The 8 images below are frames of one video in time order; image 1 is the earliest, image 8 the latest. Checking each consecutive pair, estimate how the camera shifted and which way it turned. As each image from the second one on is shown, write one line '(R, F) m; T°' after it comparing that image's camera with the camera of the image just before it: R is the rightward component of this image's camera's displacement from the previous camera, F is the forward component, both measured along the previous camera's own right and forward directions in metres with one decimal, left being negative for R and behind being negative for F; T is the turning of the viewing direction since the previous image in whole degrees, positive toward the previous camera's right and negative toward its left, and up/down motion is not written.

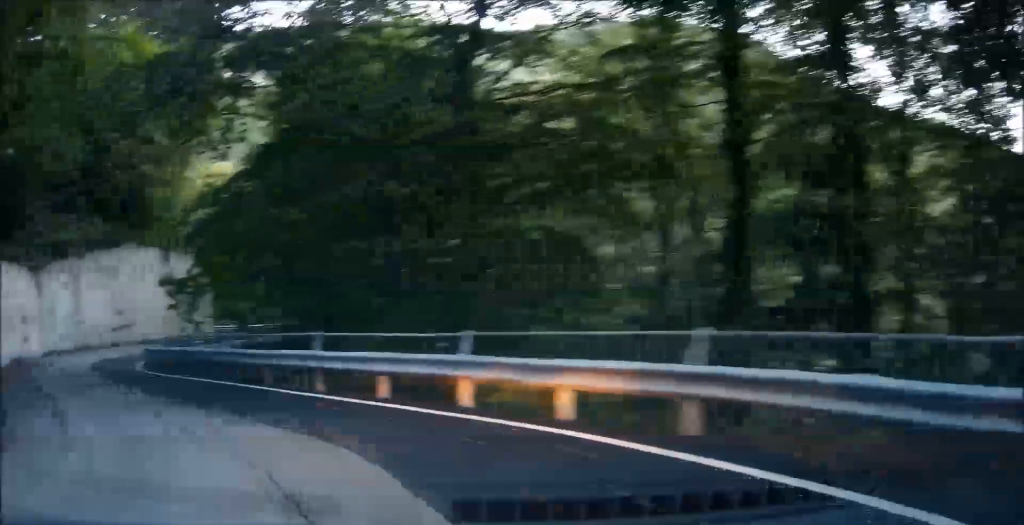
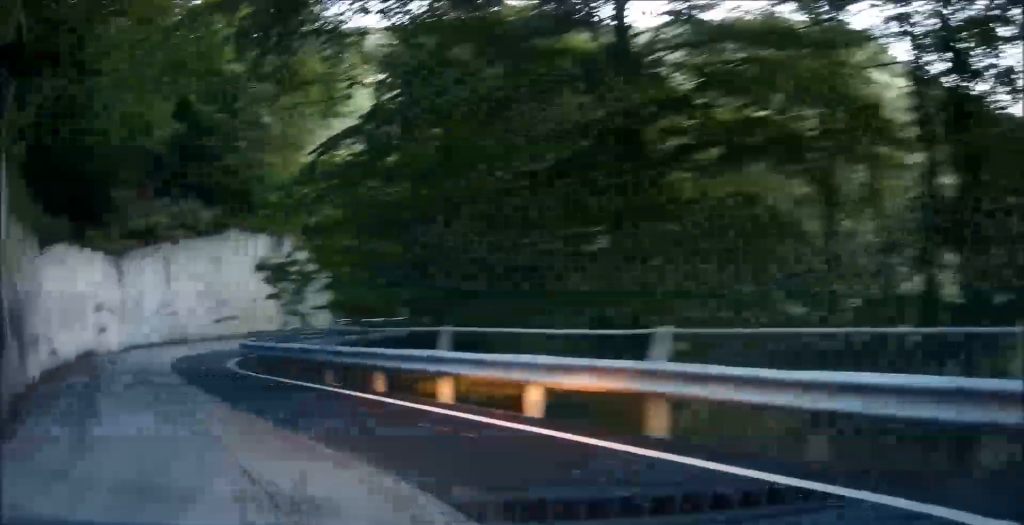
(0.0, +2.5) m; -6°
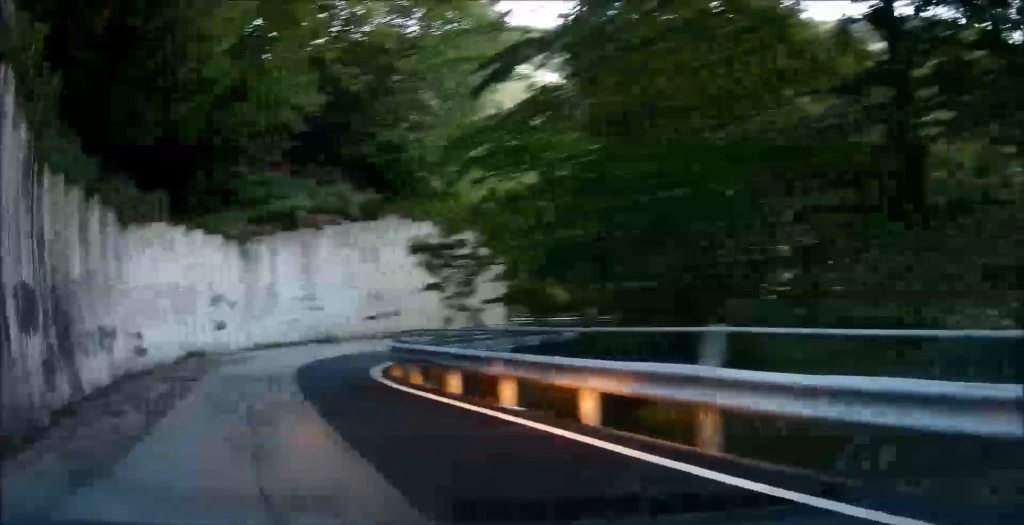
(-0.5, +3.2) m; -10°
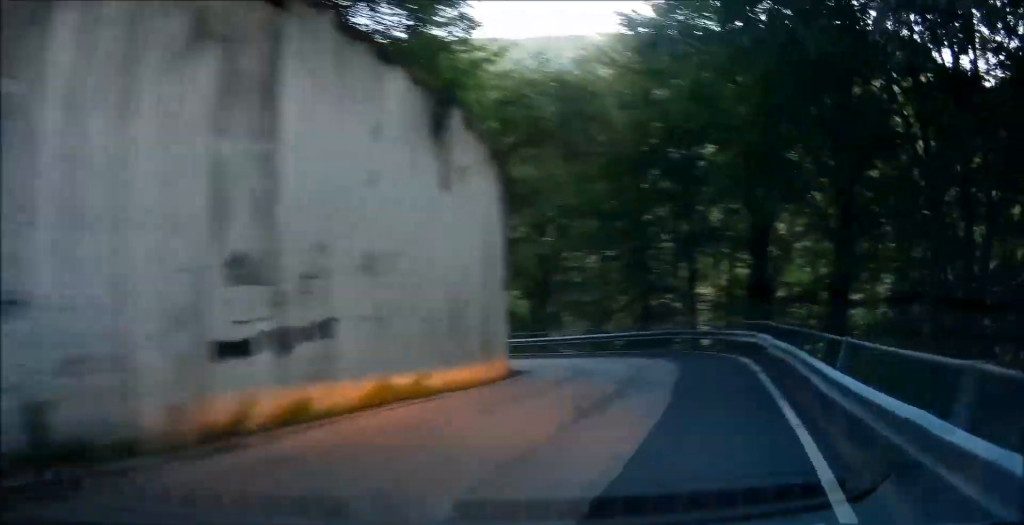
(+1.5, +19.5) m; +24°
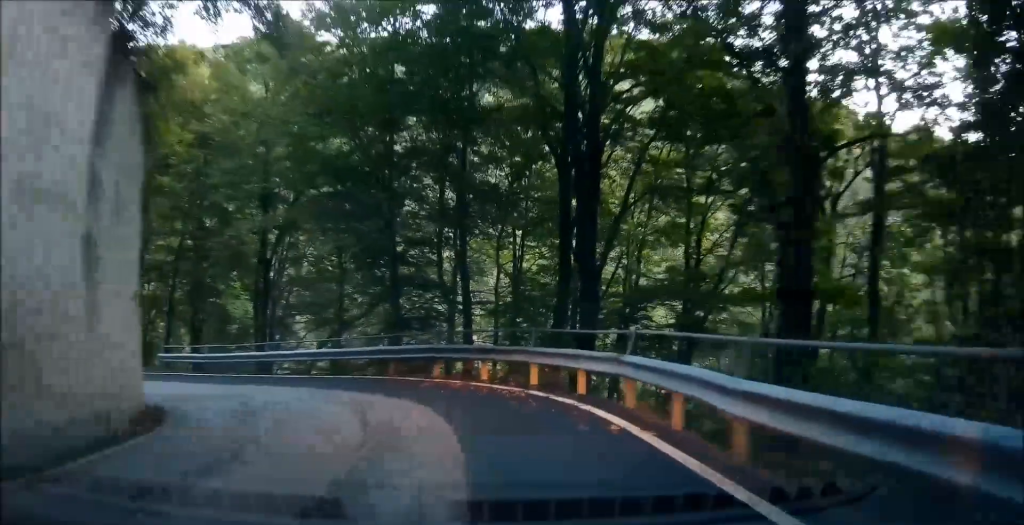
(+1.4, +10.4) m; +7°
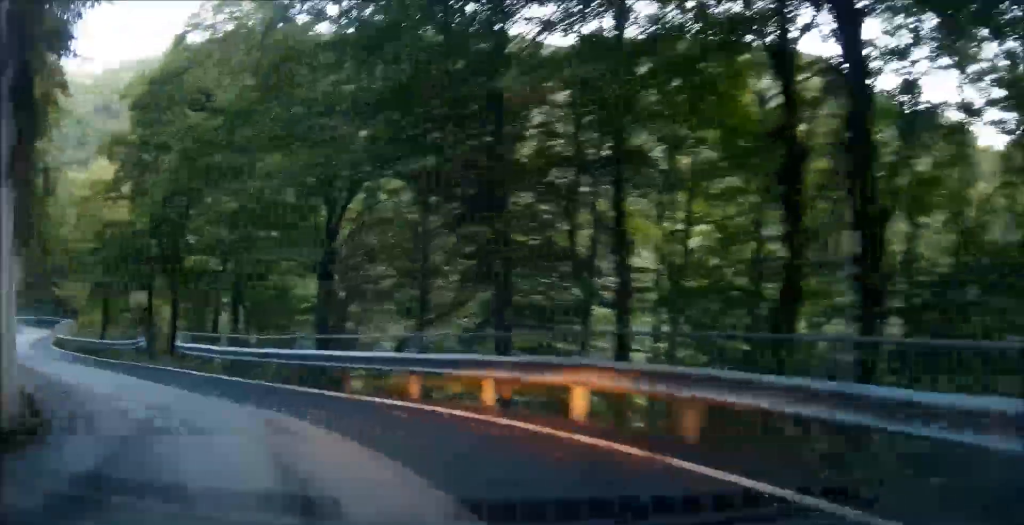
(-0.3, +9.5) m; -12°
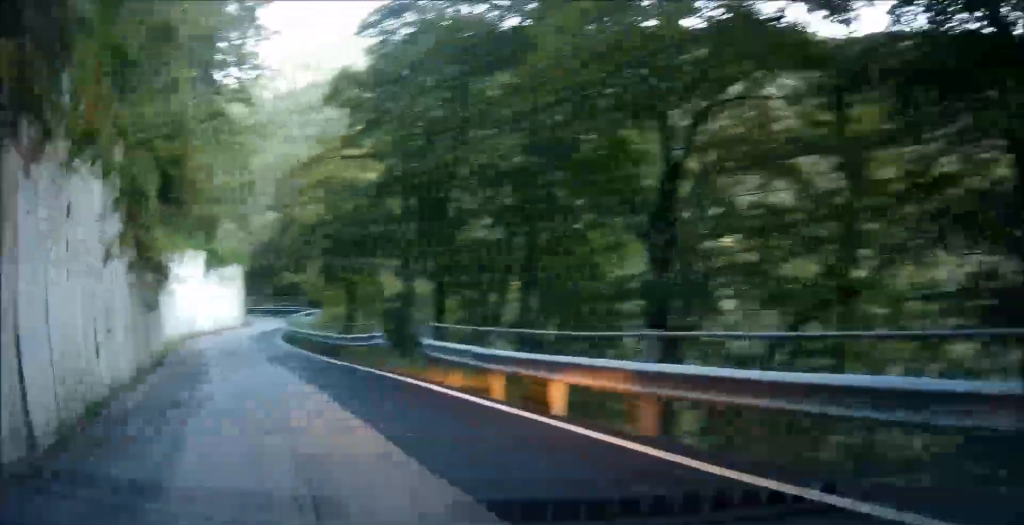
(-1.4, +7.8) m; -26°
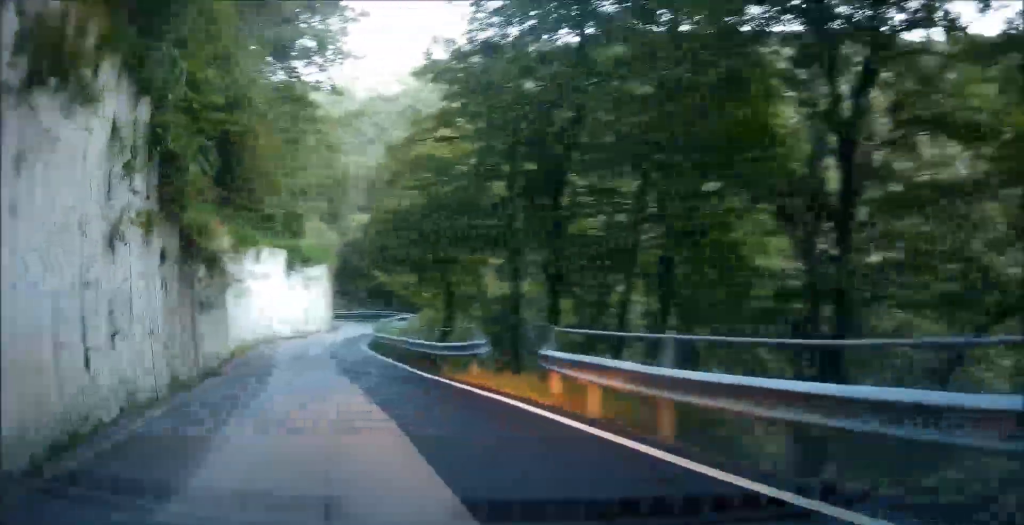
(-0.8, +3.4) m; -6°
